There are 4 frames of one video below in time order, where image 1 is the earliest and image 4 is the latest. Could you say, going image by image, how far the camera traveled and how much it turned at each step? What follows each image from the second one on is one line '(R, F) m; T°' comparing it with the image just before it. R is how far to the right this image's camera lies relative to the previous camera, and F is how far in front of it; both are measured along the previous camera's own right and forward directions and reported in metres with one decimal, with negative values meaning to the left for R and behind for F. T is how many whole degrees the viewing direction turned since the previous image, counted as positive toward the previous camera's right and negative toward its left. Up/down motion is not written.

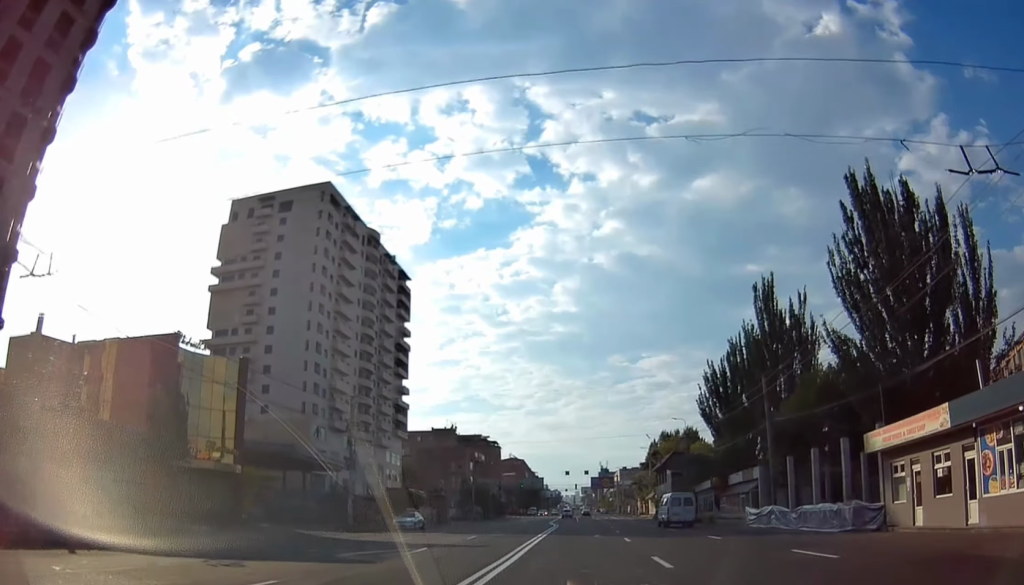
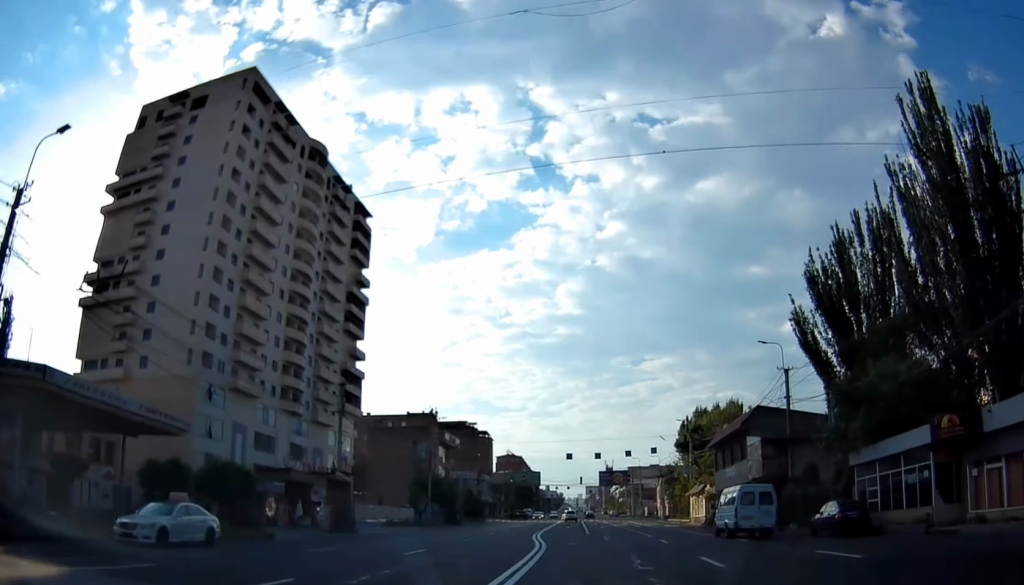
(-0.3, +37.1) m; -1°
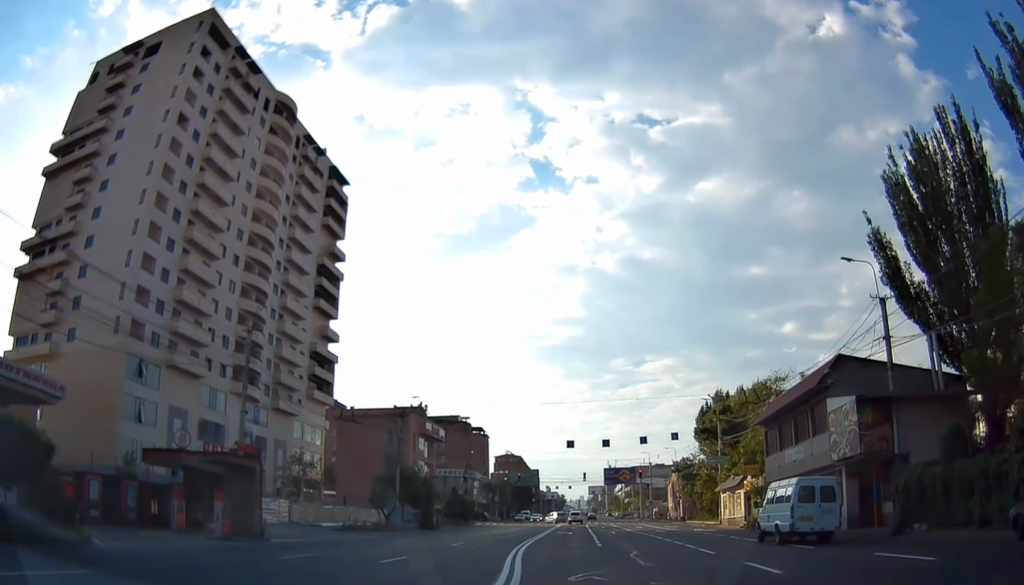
(-0.1, +14.6) m; 0°
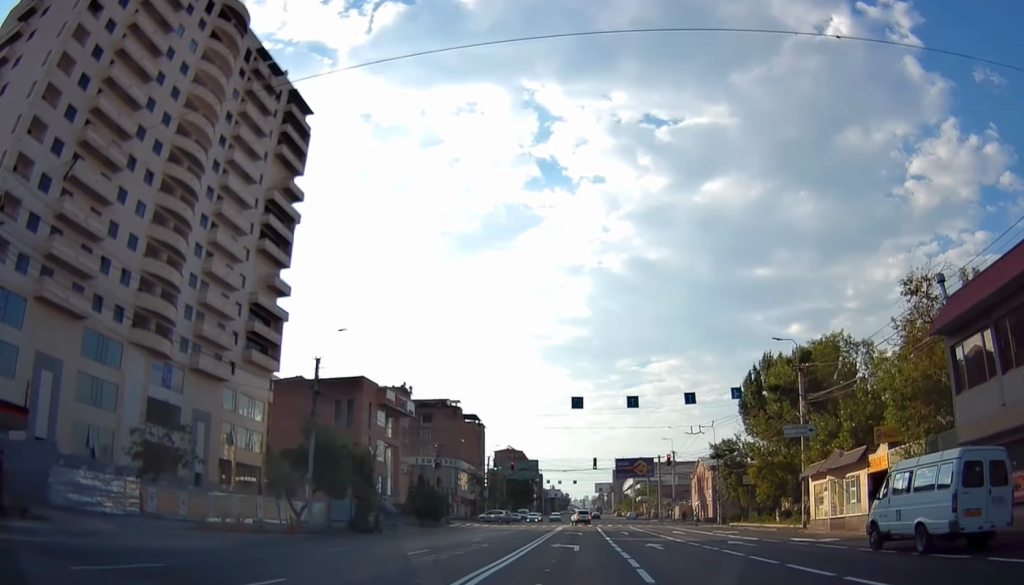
(-0.1, +21.9) m; 0°
